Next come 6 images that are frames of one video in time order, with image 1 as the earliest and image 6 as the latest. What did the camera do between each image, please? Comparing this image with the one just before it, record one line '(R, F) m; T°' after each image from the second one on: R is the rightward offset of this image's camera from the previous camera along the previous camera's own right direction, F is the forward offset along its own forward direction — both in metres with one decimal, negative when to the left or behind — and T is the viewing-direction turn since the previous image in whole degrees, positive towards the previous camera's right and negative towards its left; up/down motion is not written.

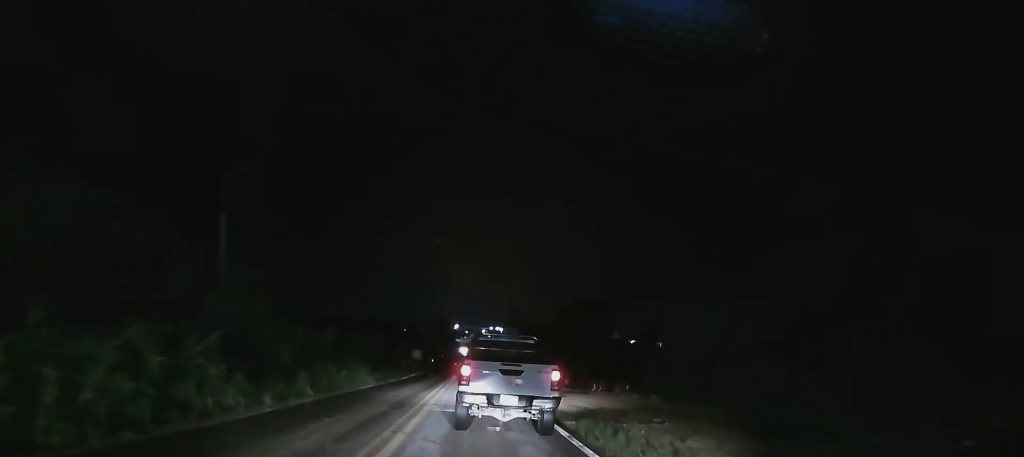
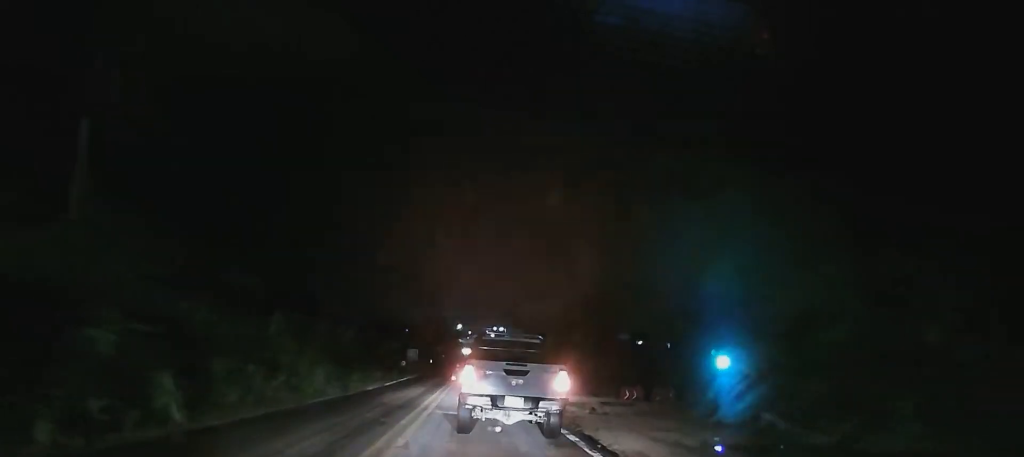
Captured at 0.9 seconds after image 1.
(0.0, +9.1) m; +3°
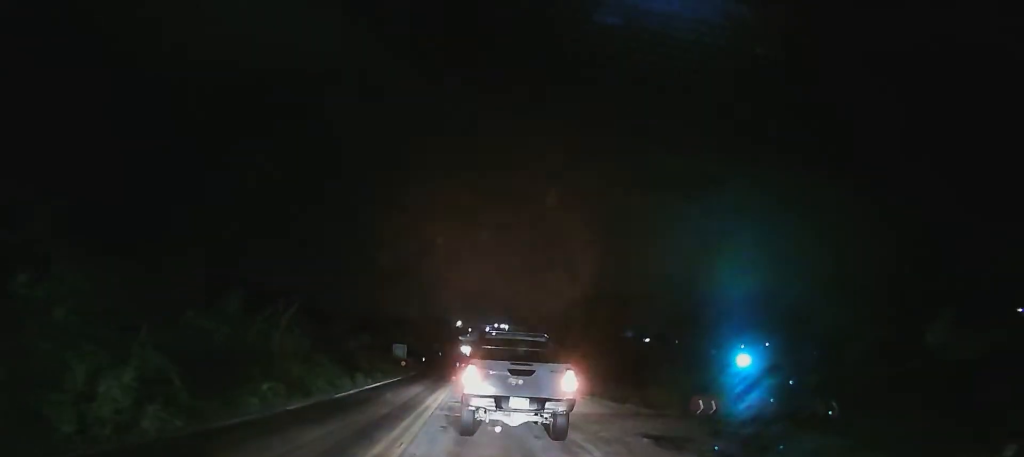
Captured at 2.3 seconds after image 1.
(+0.3, +13.0) m; 0°
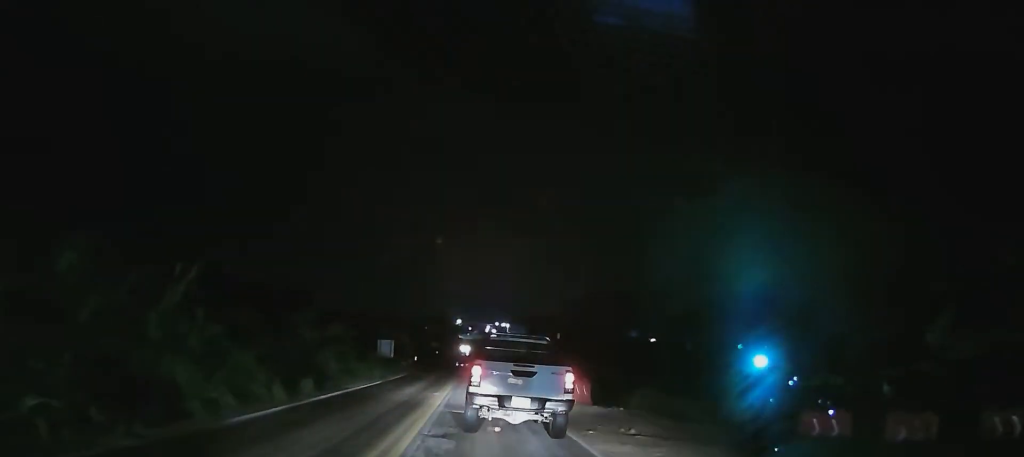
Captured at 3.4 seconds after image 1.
(-0.1, +10.3) m; +1°
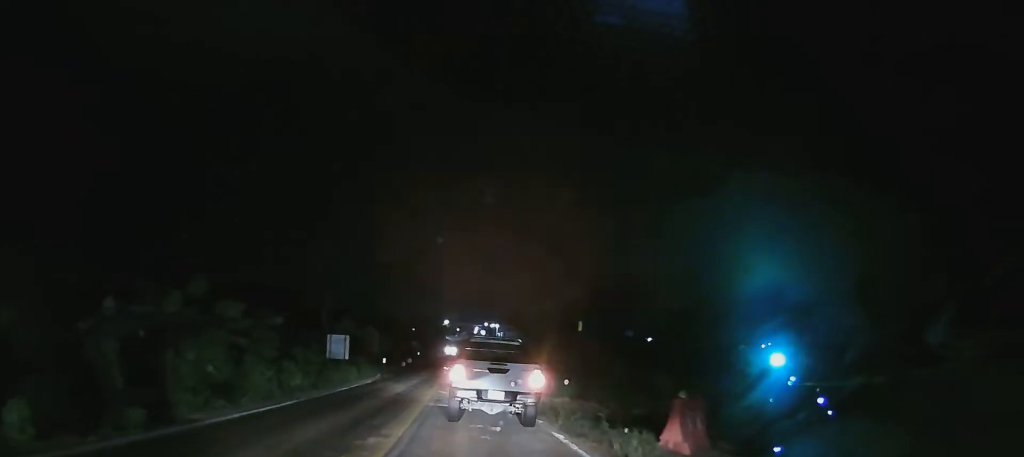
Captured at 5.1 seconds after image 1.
(+0.2, +14.2) m; +1°
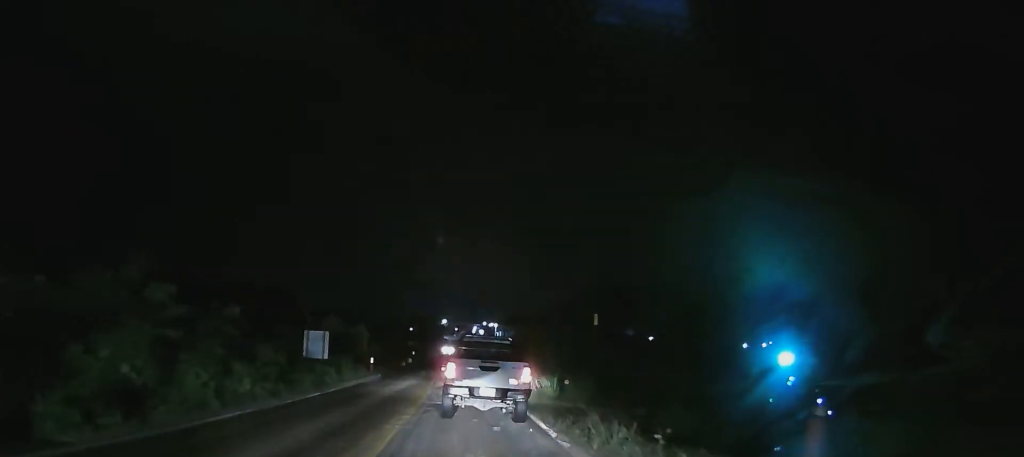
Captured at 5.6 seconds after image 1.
(-0.1, +4.4) m; +2°
